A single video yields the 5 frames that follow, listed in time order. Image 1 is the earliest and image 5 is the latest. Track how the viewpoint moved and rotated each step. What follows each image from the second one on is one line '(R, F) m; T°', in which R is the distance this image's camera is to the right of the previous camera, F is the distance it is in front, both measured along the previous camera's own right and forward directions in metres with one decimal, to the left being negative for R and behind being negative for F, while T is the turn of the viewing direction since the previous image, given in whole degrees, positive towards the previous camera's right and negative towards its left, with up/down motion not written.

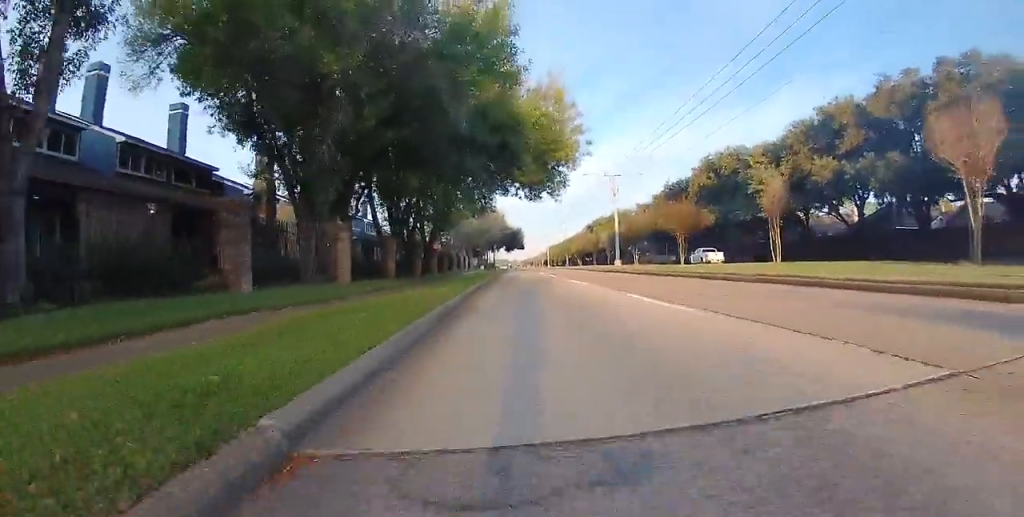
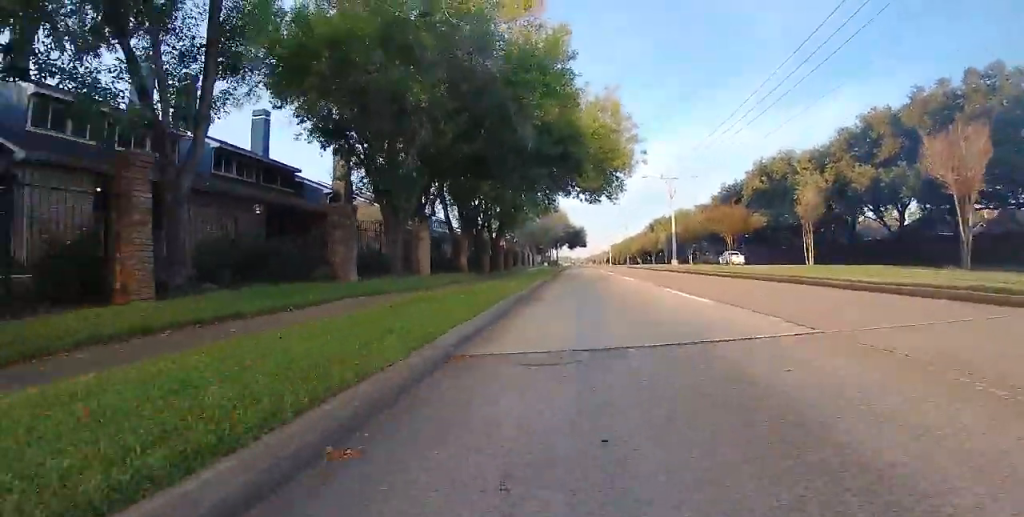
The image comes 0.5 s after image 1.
(+0.2, +3.0) m; 0°
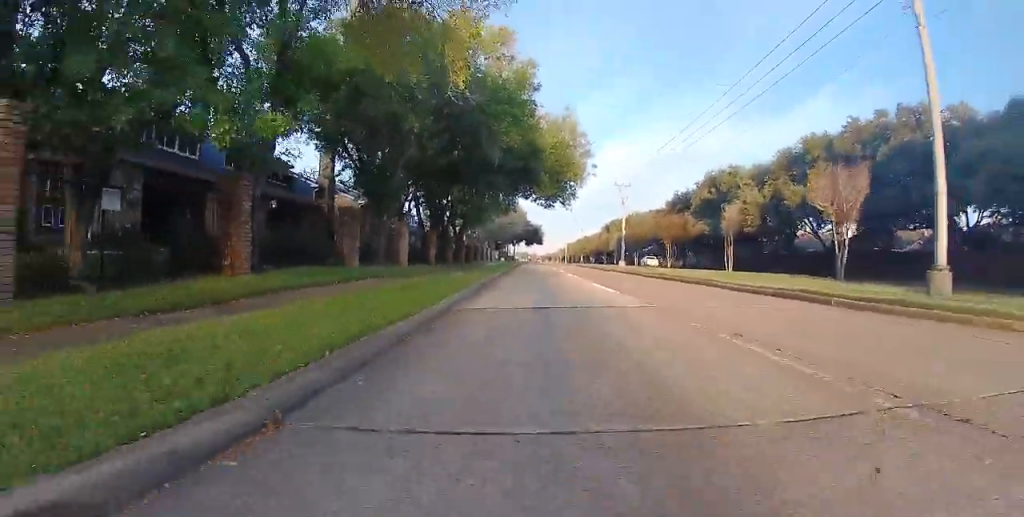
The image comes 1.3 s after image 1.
(+0.1, +5.0) m; -1°
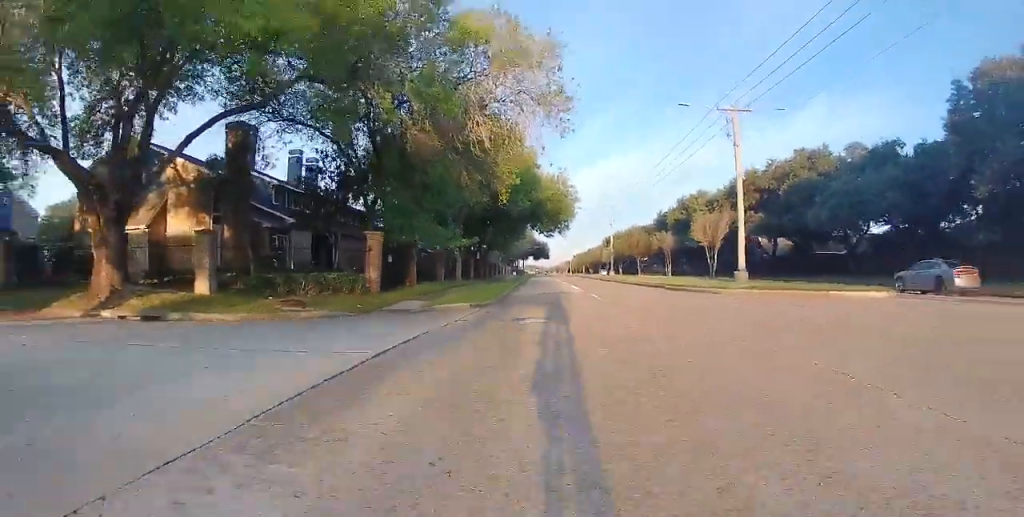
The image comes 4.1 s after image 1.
(-0.5, +16.9) m; +3°
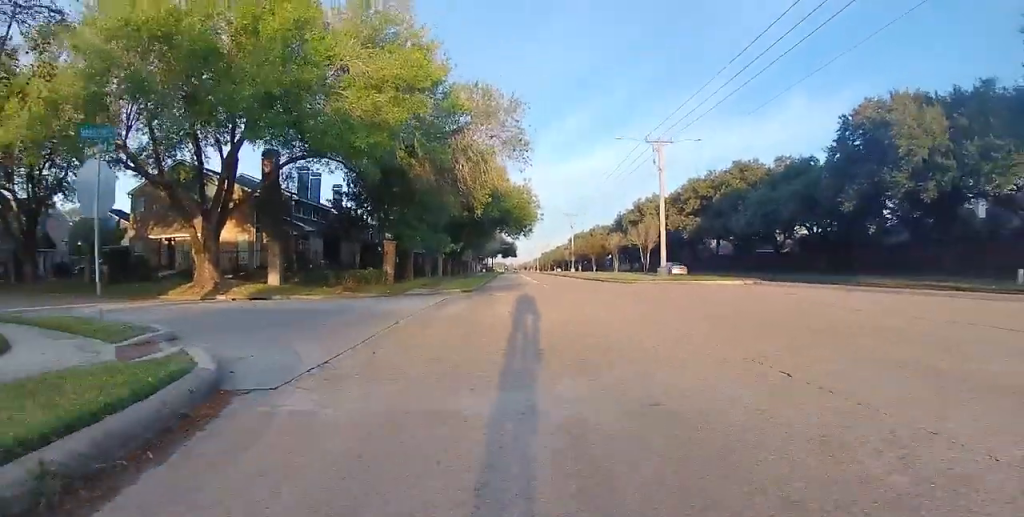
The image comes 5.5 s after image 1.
(+0.1, +8.9) m; 0°
